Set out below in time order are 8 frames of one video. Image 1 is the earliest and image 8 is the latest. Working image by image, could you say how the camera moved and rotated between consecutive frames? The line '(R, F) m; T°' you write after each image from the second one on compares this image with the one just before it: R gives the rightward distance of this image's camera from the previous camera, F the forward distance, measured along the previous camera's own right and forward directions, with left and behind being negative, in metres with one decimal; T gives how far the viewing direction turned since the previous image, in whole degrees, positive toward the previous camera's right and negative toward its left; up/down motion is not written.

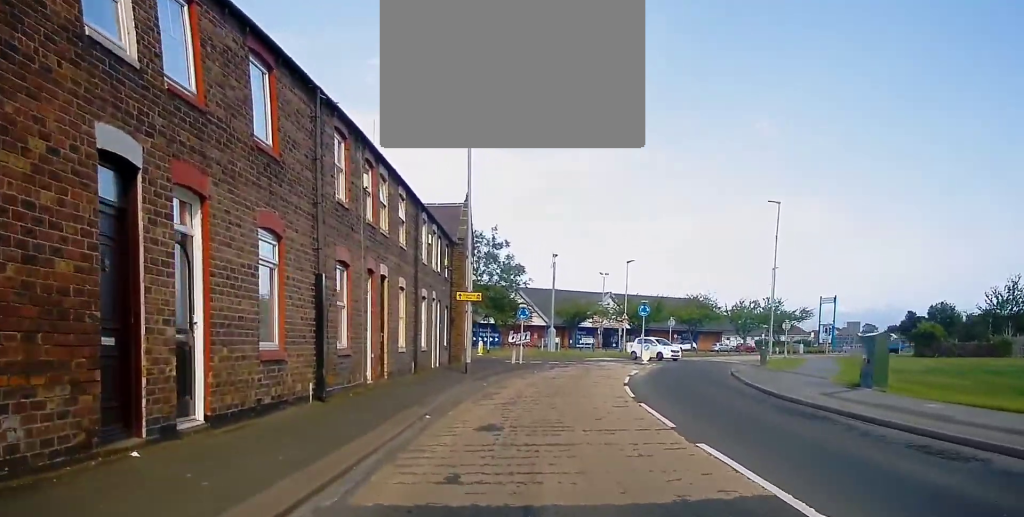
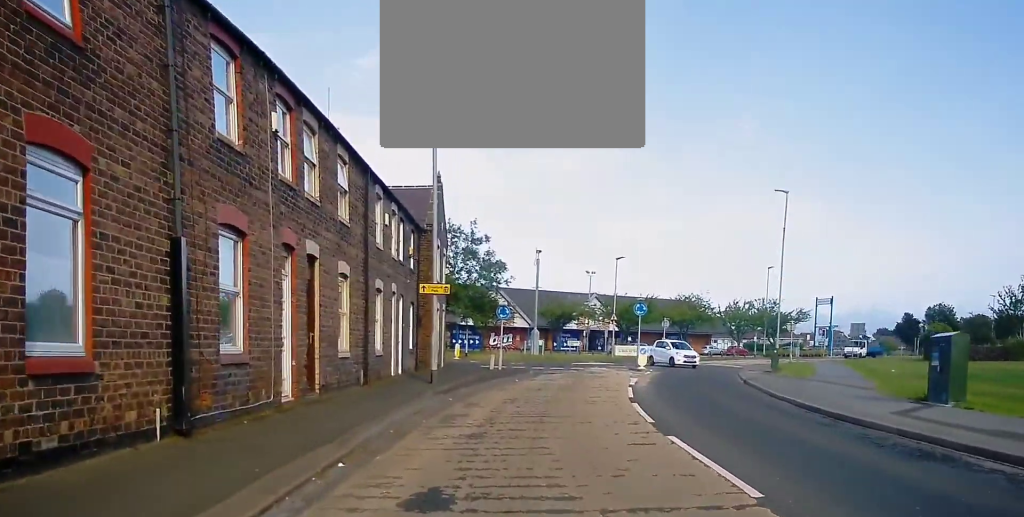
(+0.2, +5.2) m; 0°
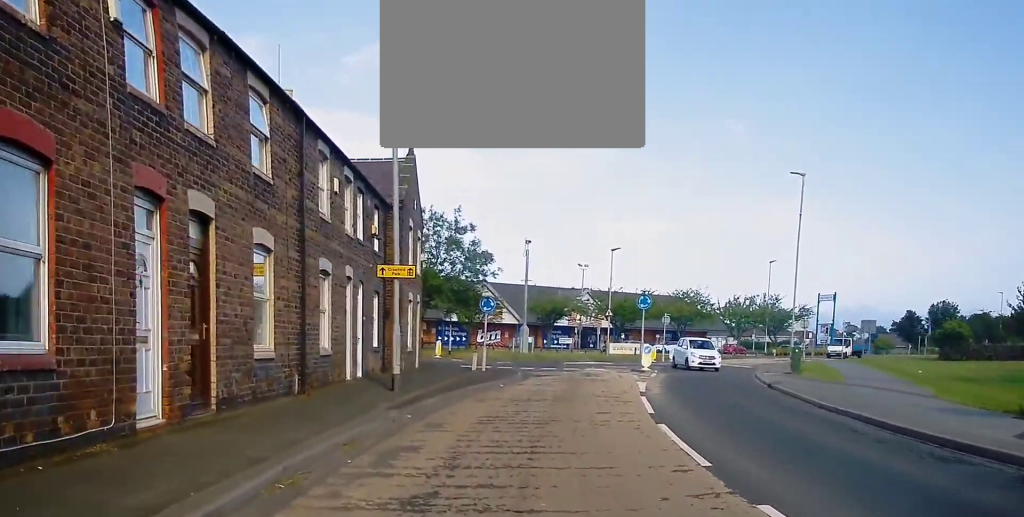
(-0.3, +4.6) m; -2°
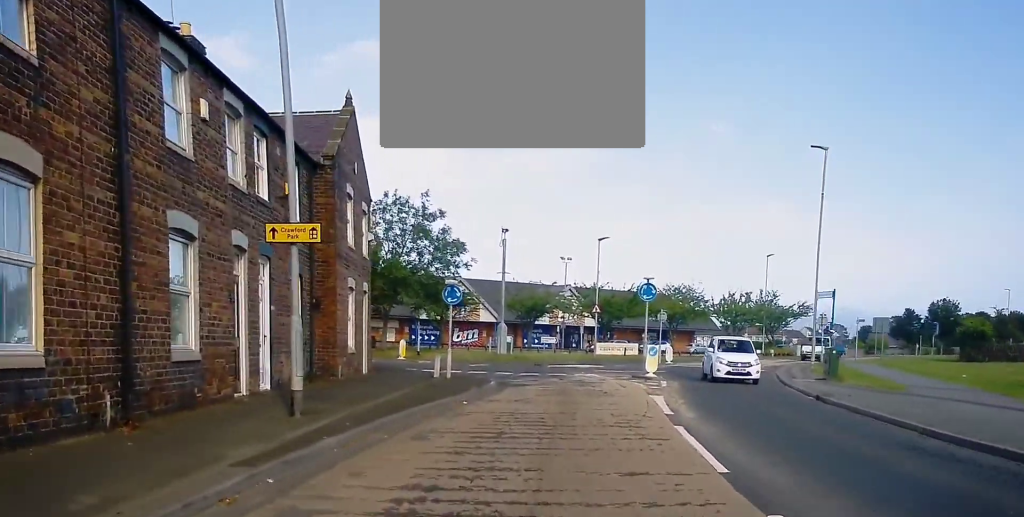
(0.0, +6.3) m; 0°
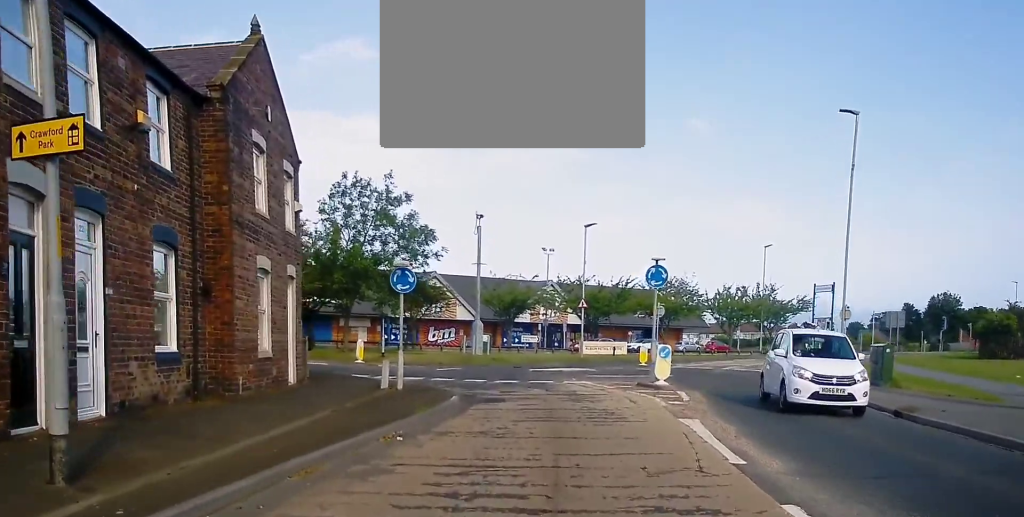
(0.0, +6.0) m; +2°
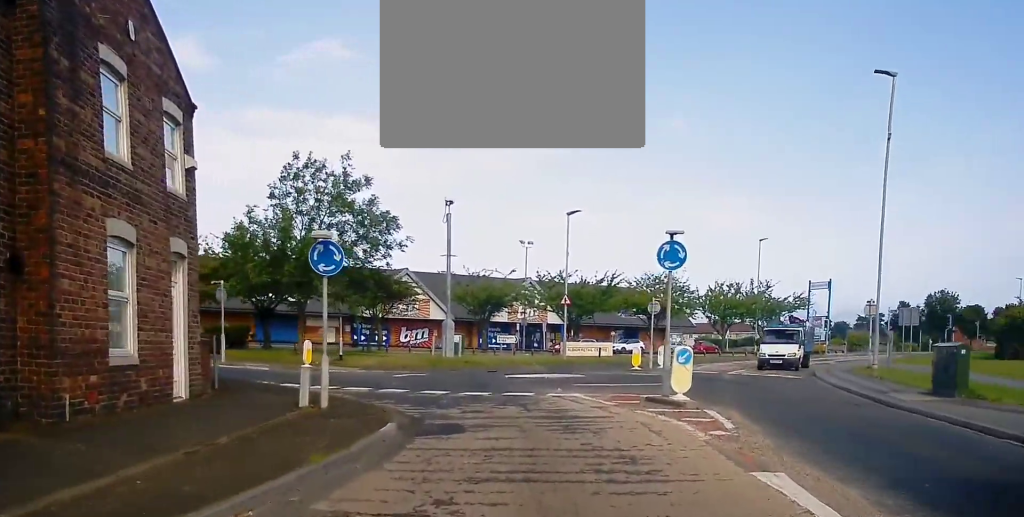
(+0.1, +5.5) m; +3°
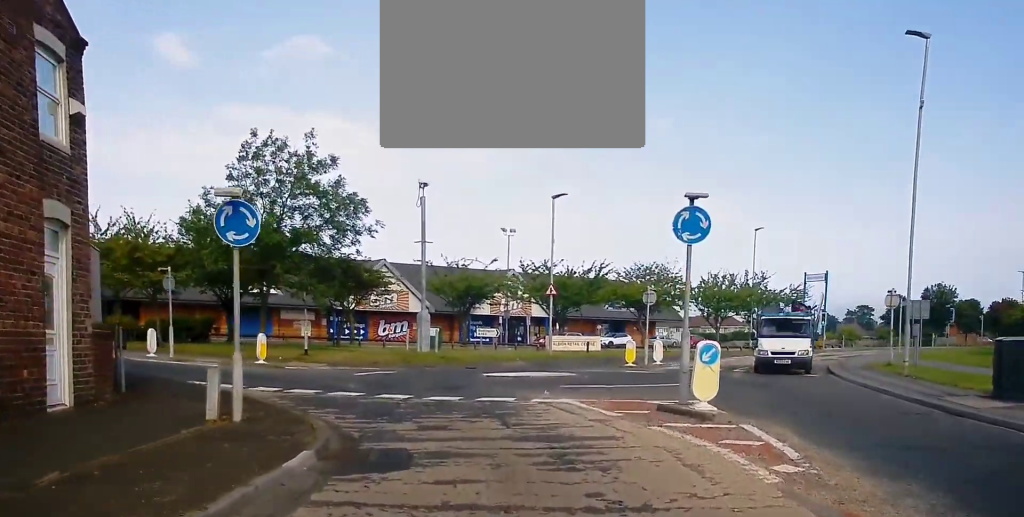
(+0.1, +3.6) m; +2°
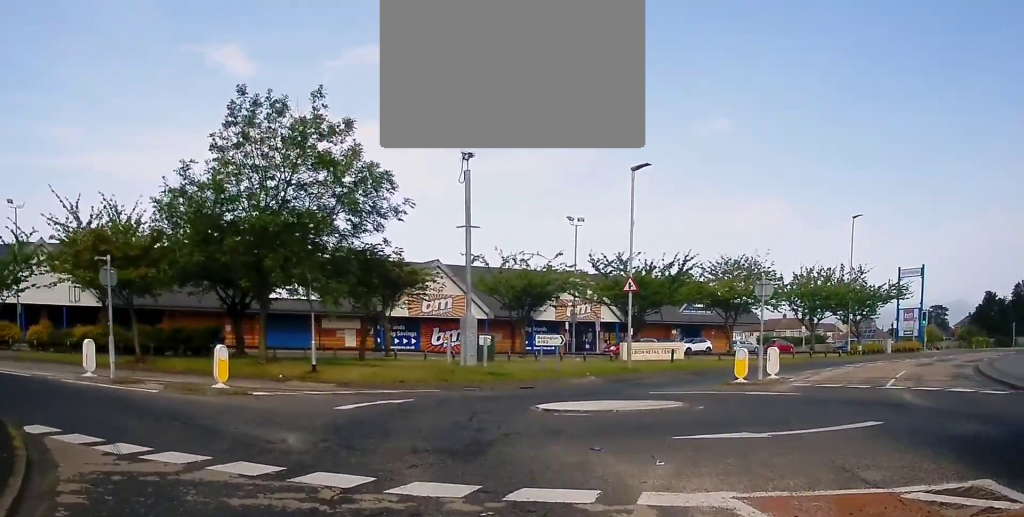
(+0.2, +8.6) m; -5°
